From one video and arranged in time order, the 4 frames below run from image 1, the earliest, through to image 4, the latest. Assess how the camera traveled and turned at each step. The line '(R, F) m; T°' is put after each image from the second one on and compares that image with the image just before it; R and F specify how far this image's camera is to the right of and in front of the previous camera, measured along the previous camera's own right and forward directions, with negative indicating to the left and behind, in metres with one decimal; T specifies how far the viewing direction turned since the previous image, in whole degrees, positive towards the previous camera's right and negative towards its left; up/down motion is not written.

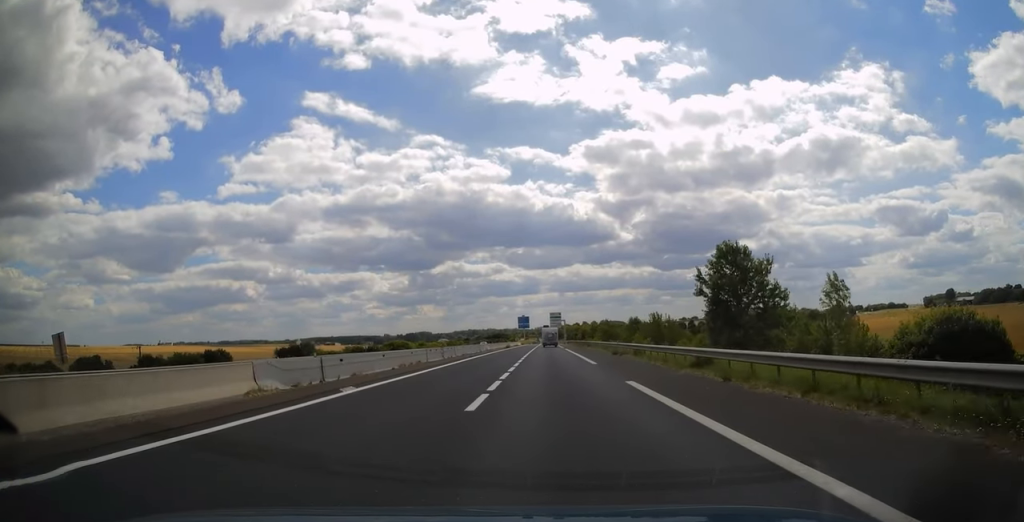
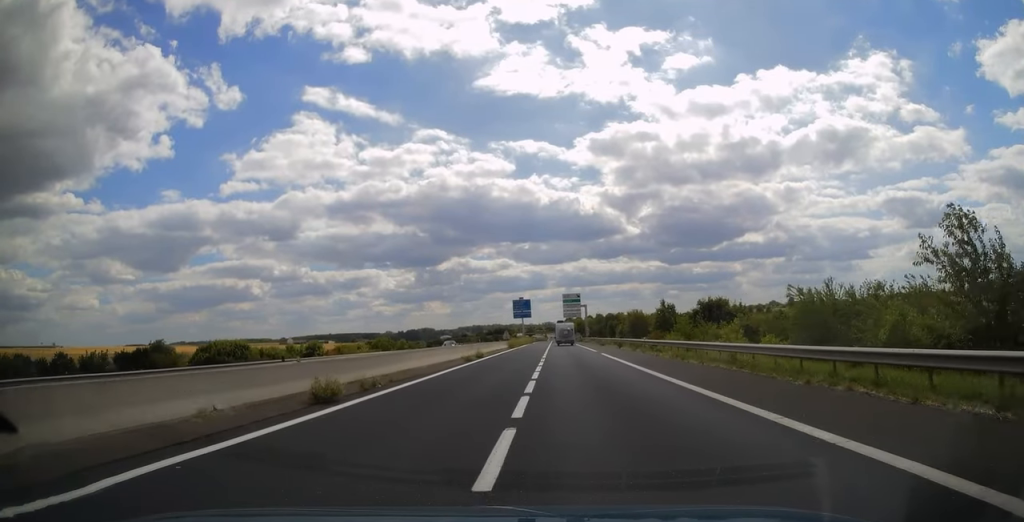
(0.0, +79.3) m; 0°
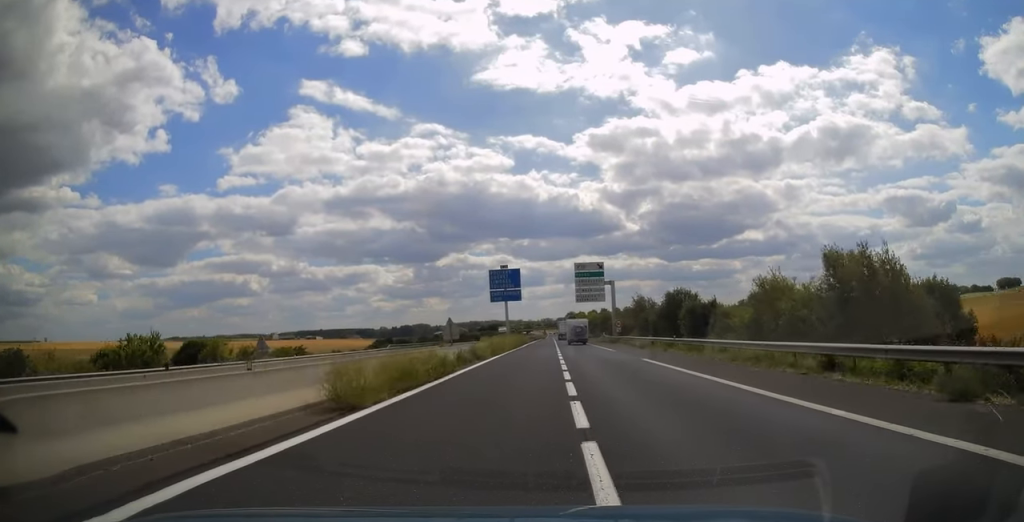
(-0.5, +56.8) m; 0°
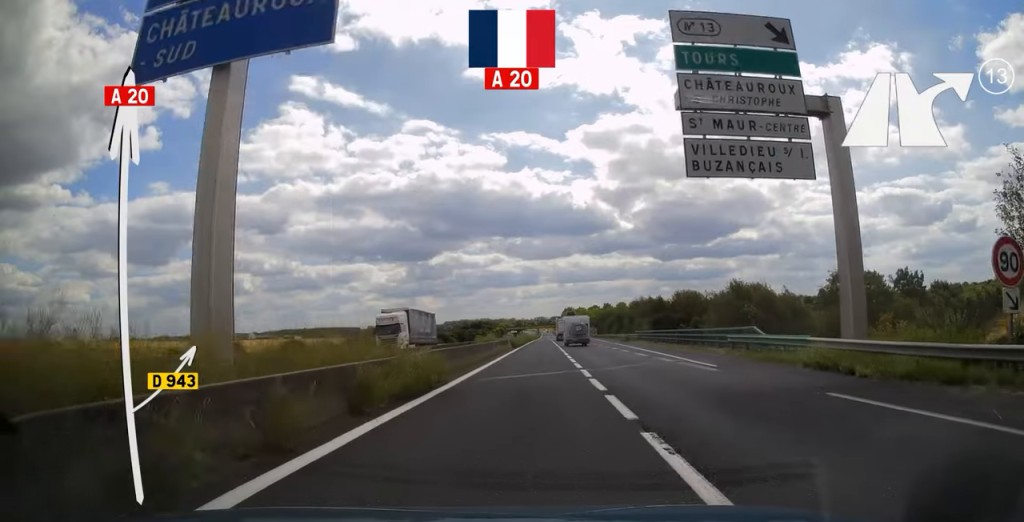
(+0.6, +68.6) m; 0°
